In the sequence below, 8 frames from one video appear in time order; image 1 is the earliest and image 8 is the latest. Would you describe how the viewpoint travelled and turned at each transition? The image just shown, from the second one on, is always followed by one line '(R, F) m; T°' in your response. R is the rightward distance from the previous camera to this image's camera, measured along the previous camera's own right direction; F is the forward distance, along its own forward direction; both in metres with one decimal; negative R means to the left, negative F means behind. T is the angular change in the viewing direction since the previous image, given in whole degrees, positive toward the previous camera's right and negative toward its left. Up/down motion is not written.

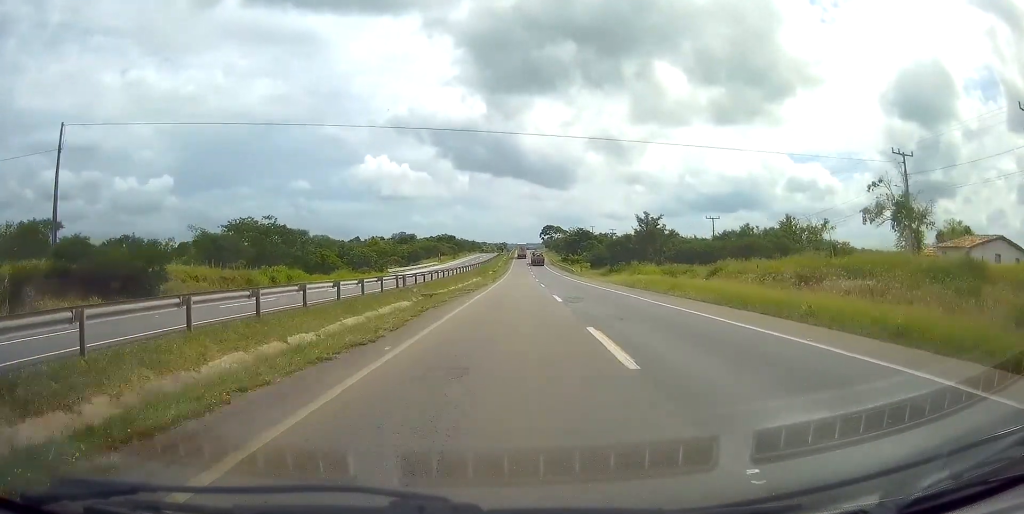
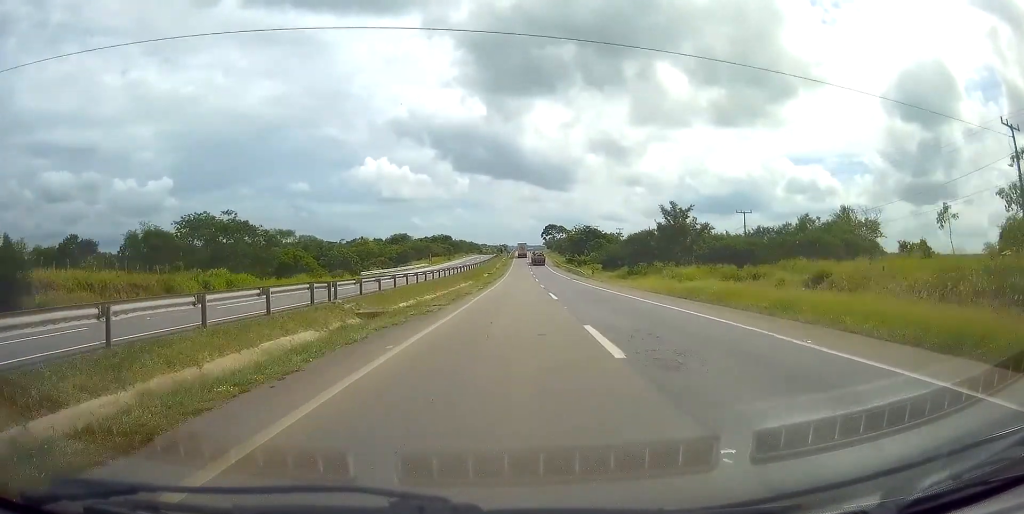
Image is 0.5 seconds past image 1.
(-0.2, +15.0) m; 0°
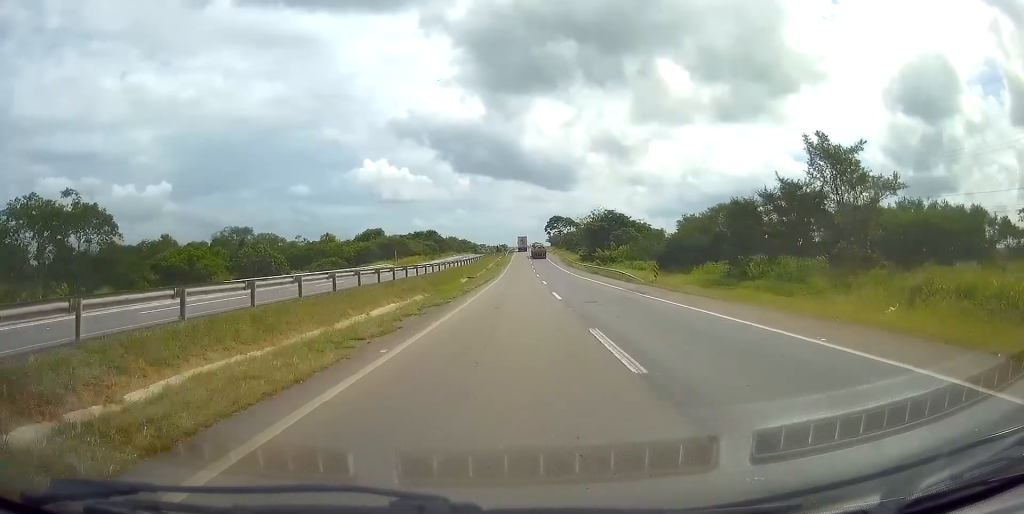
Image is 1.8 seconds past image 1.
(+0.8, +35.8) m; 0°
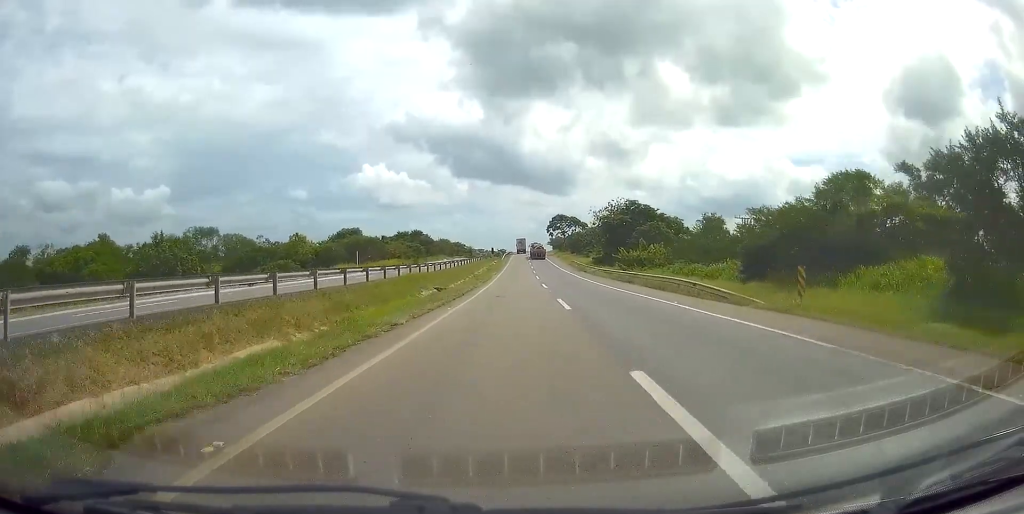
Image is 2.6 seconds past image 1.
(-0.2, +21.8) m; -1°
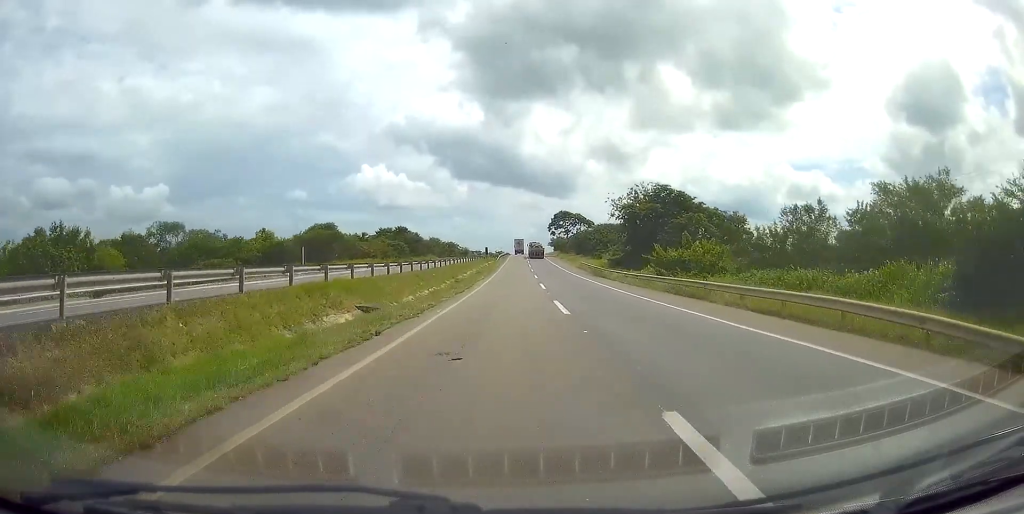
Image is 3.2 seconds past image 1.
(0.0, +18.0) m; 0°
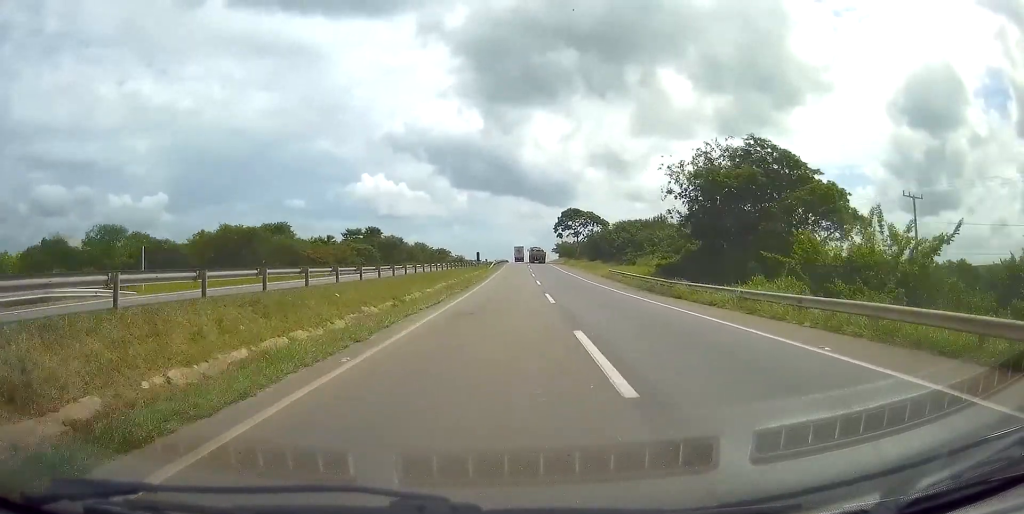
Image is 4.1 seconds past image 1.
(0.0, +25.9) m; -1°
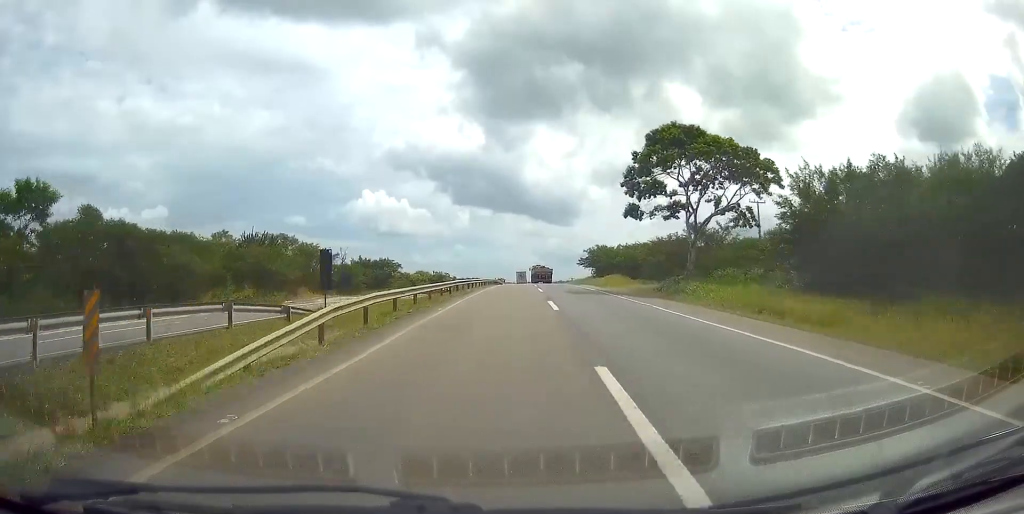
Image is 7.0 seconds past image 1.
(+0.5, +82.9) m; +1°
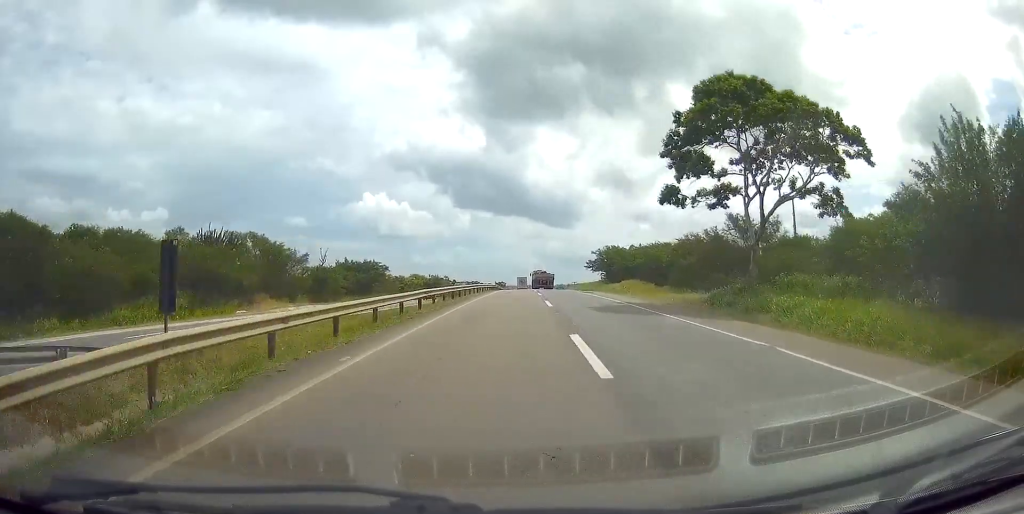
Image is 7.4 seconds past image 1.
(-0.1, +11.5) m; 0°
